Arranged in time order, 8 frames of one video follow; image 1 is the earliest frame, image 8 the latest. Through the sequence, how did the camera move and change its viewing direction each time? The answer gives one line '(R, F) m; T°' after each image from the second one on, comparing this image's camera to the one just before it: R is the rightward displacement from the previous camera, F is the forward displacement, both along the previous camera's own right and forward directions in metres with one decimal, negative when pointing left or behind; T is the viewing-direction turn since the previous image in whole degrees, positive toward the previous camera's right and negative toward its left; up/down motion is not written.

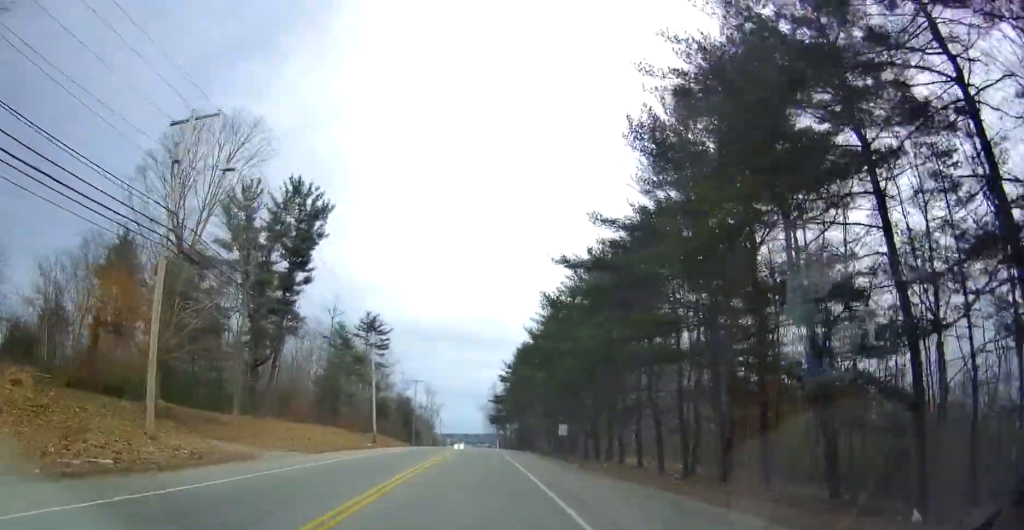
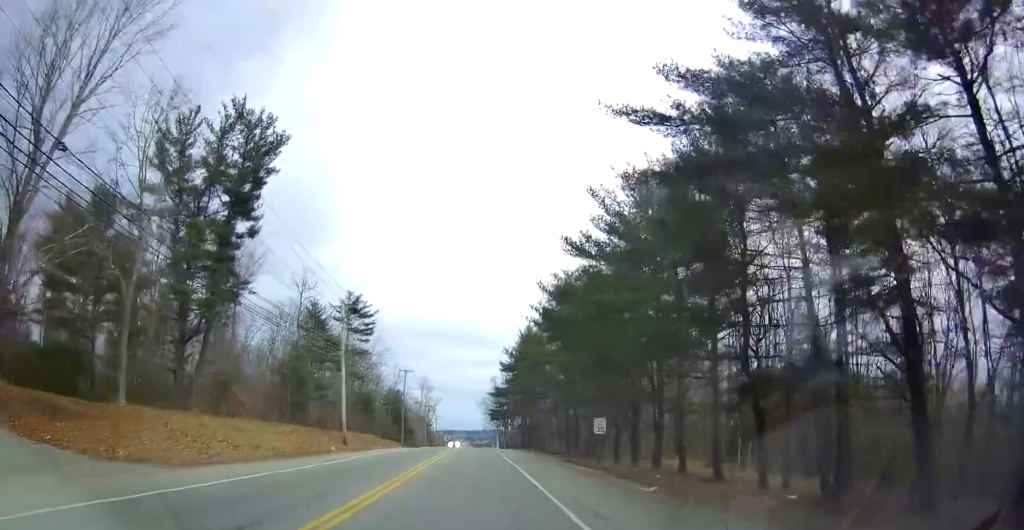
(0.0, +13.9) m; -1°
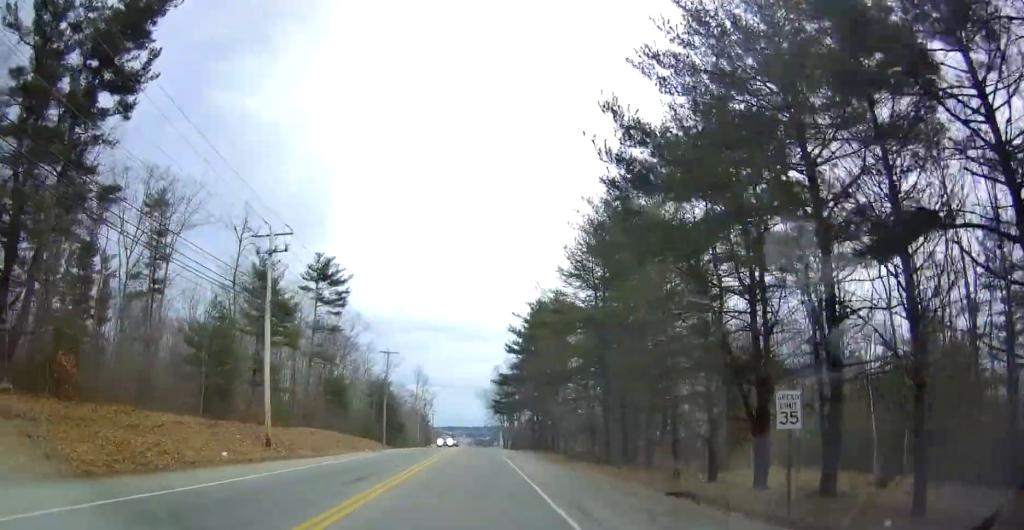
(-0.5, +18.8) m; 0°
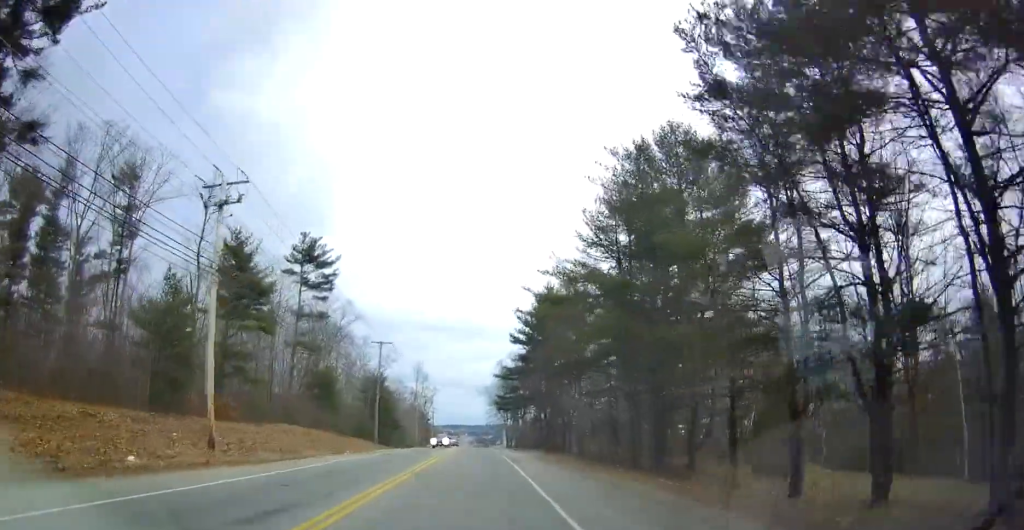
(+0.2, +7.6) m; +1°
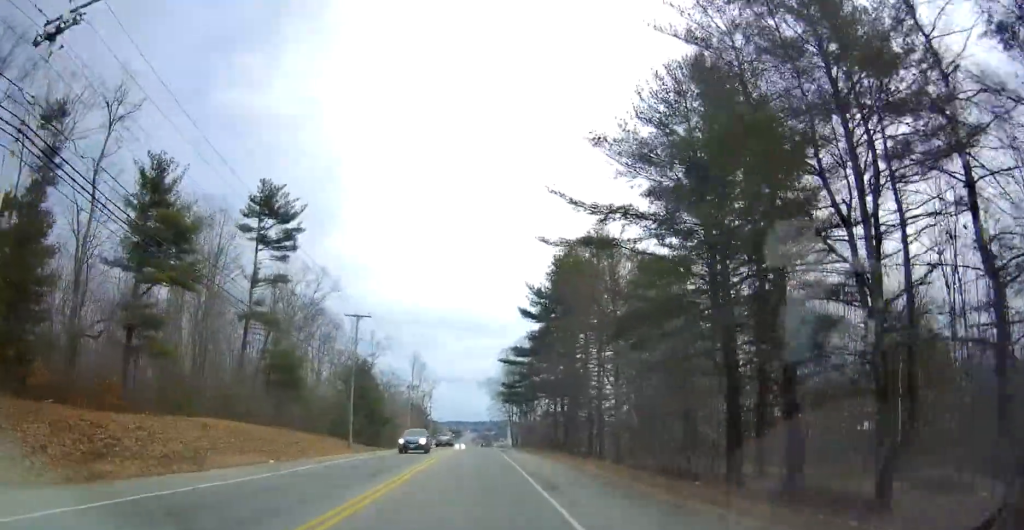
(+0.3, +14.5) m; +1°
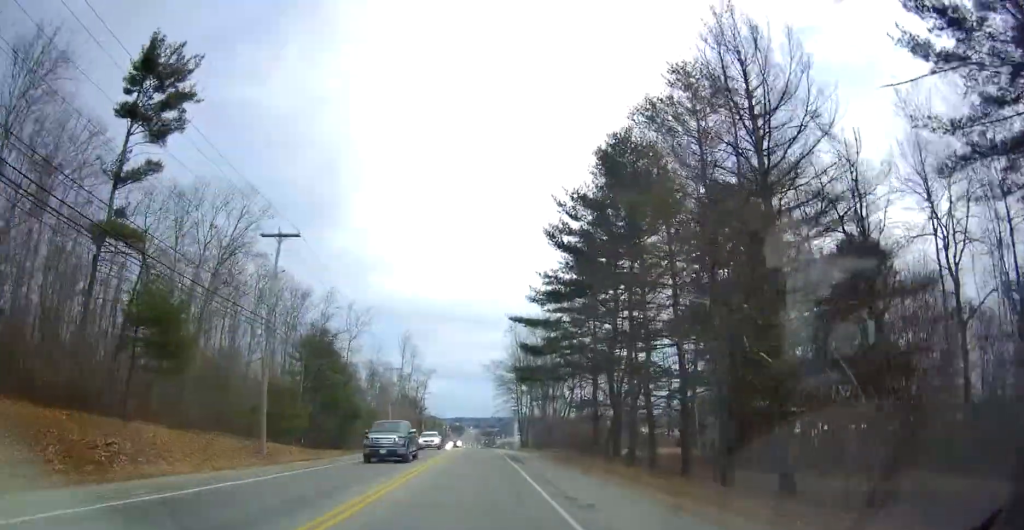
(-0.5, +22.8) m; -2°
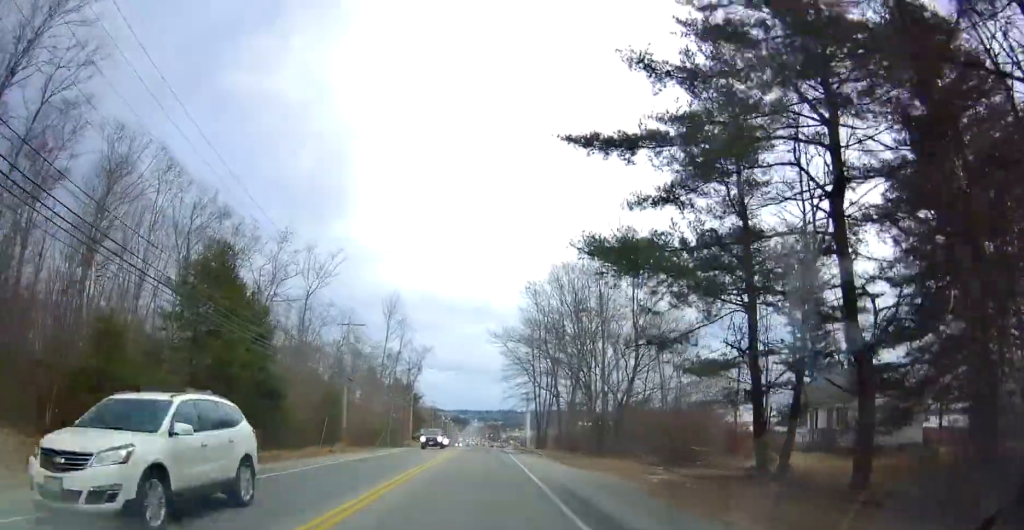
(+0.1, +26.7) m; 0°
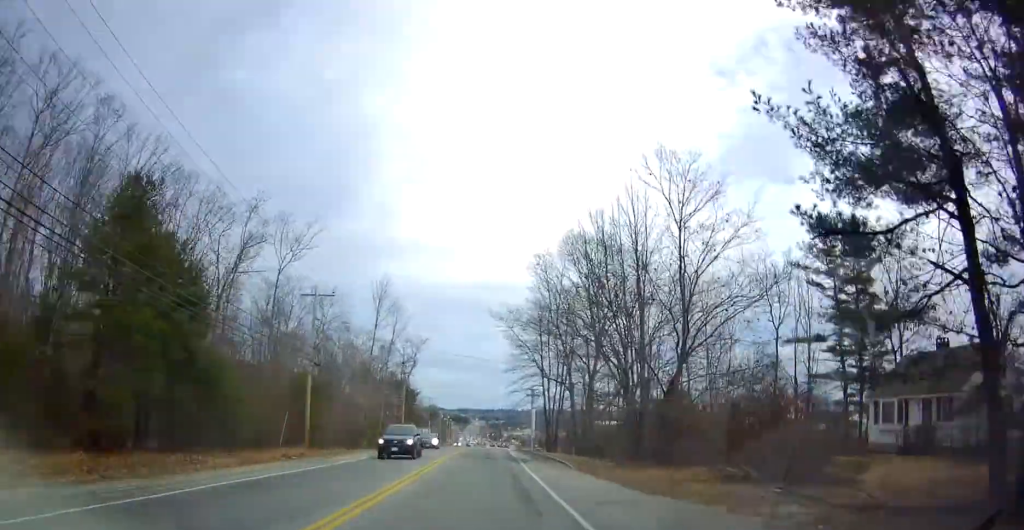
(-0.2, +10.5) m; -1°
